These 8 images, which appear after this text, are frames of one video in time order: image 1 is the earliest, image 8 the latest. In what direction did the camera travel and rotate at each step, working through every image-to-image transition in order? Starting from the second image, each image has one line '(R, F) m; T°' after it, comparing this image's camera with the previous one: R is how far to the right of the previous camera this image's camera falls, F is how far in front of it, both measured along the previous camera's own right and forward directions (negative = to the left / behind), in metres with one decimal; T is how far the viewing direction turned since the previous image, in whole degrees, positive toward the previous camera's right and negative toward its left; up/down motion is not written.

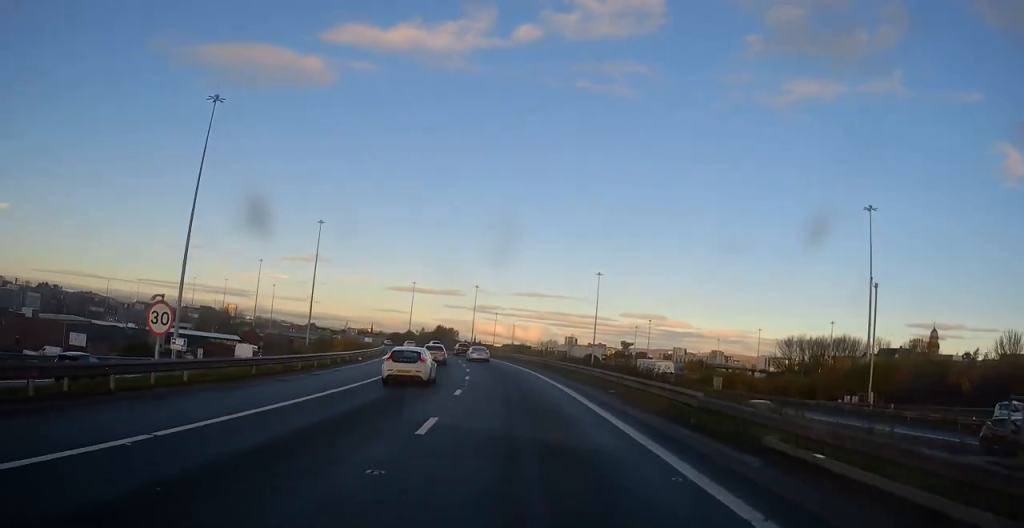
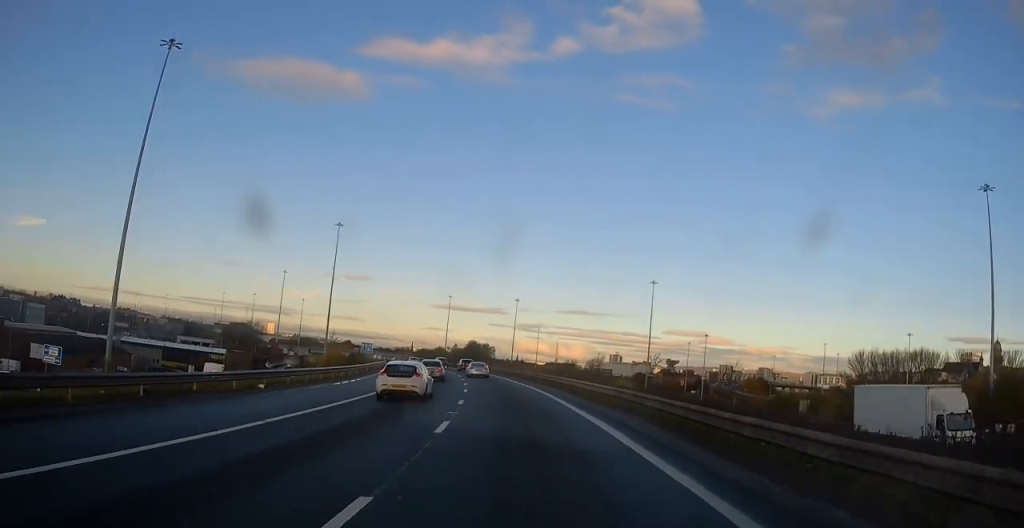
(-0.9, +25.1) m; -5°
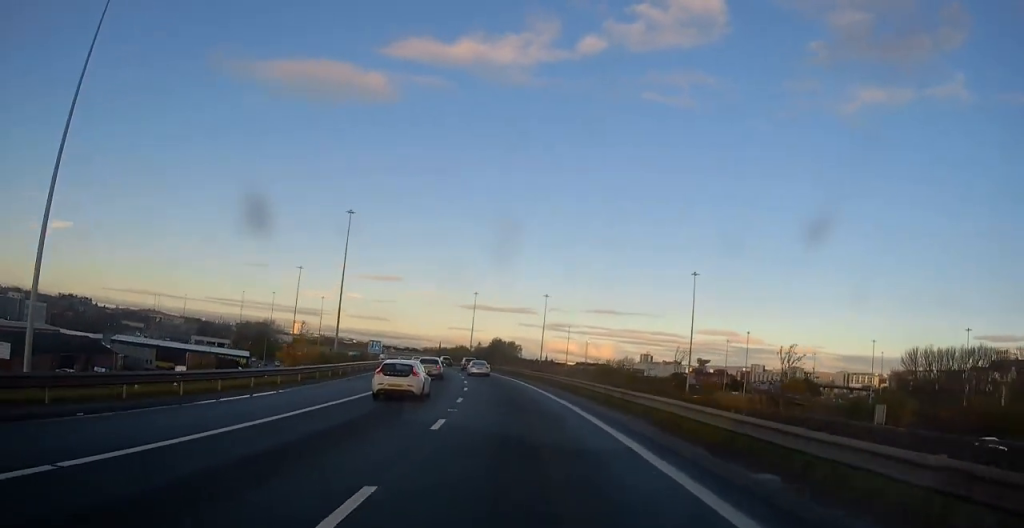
(-0.6, +17.5) m; -3°
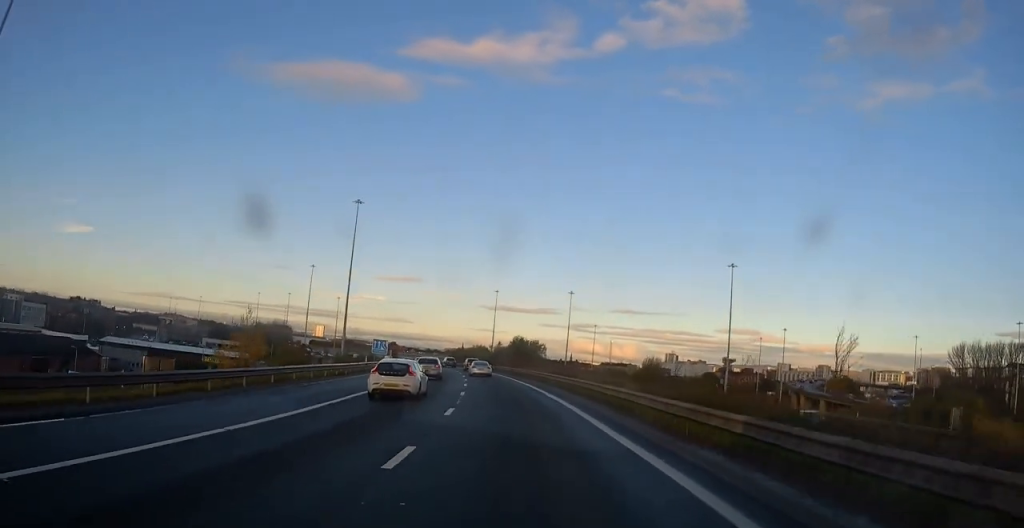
(0.0, +14.4) m; -2°
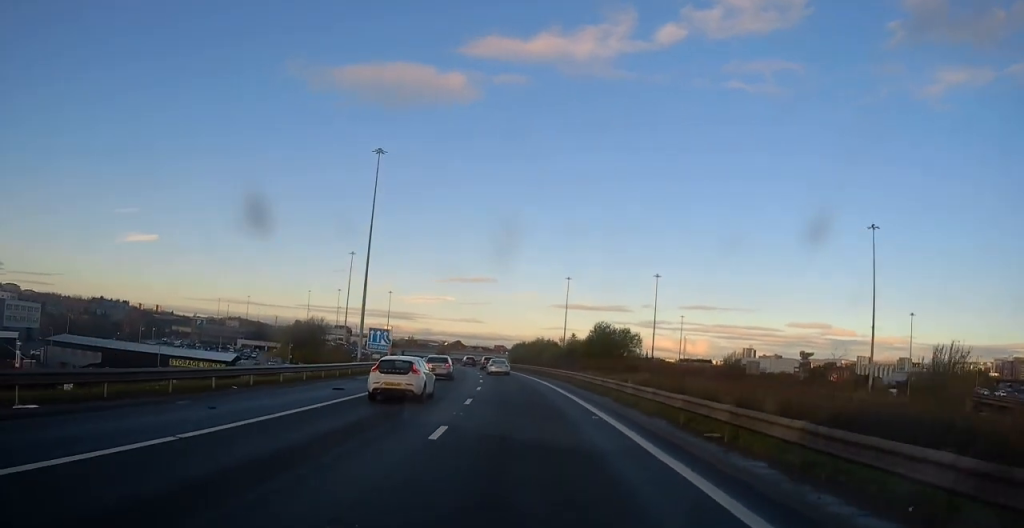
(-3.3, +41.9) m; -8°
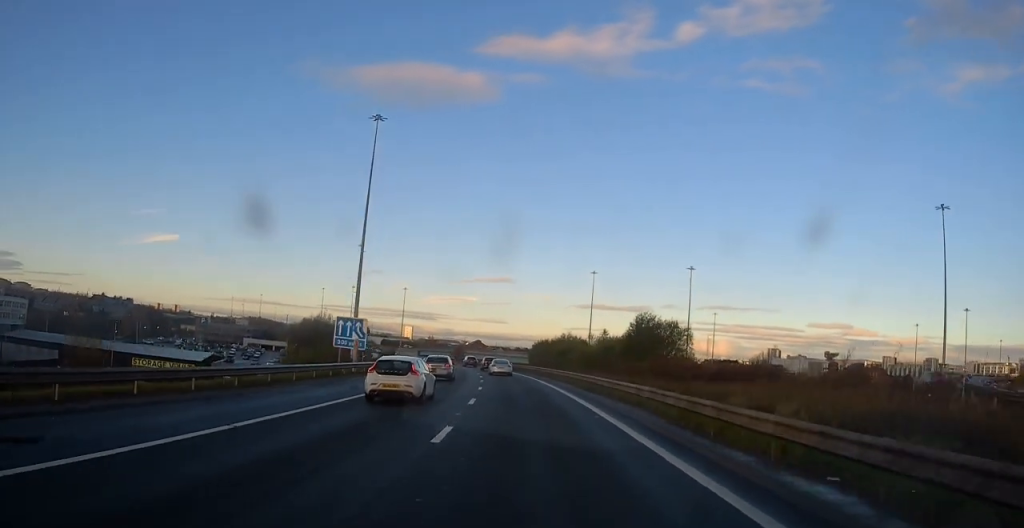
(-0.4, +17.9) m; -2°
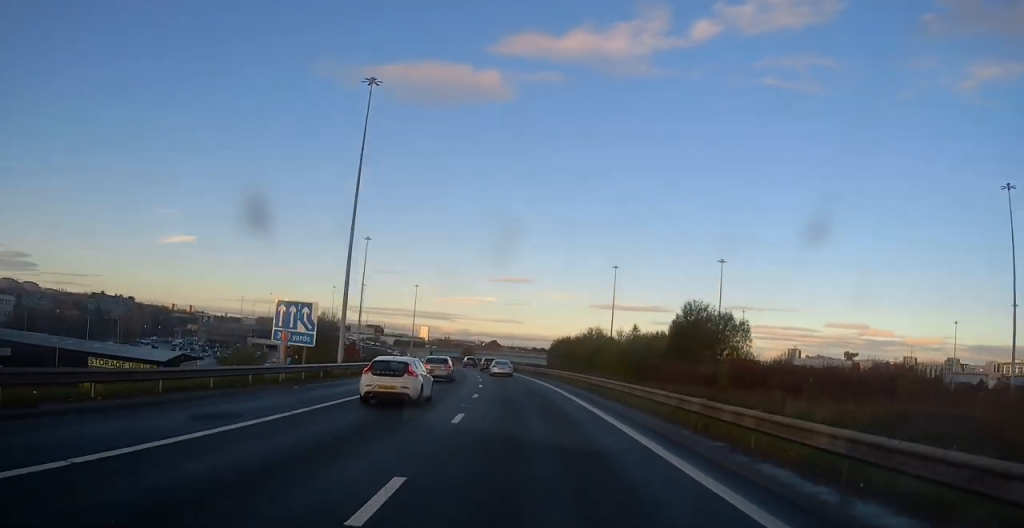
(-0.2, +14.9) m; -2°
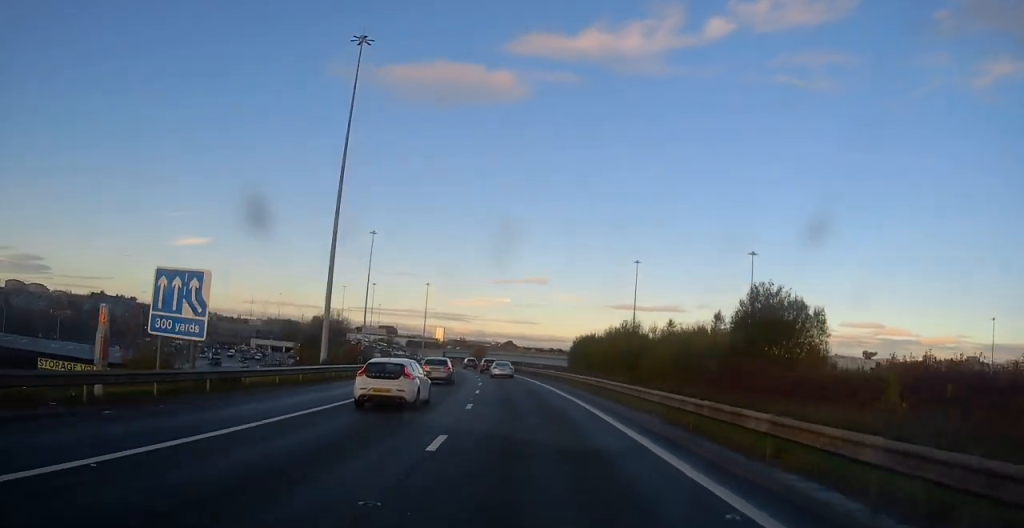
(-0.1, +13.4) m; -1°
